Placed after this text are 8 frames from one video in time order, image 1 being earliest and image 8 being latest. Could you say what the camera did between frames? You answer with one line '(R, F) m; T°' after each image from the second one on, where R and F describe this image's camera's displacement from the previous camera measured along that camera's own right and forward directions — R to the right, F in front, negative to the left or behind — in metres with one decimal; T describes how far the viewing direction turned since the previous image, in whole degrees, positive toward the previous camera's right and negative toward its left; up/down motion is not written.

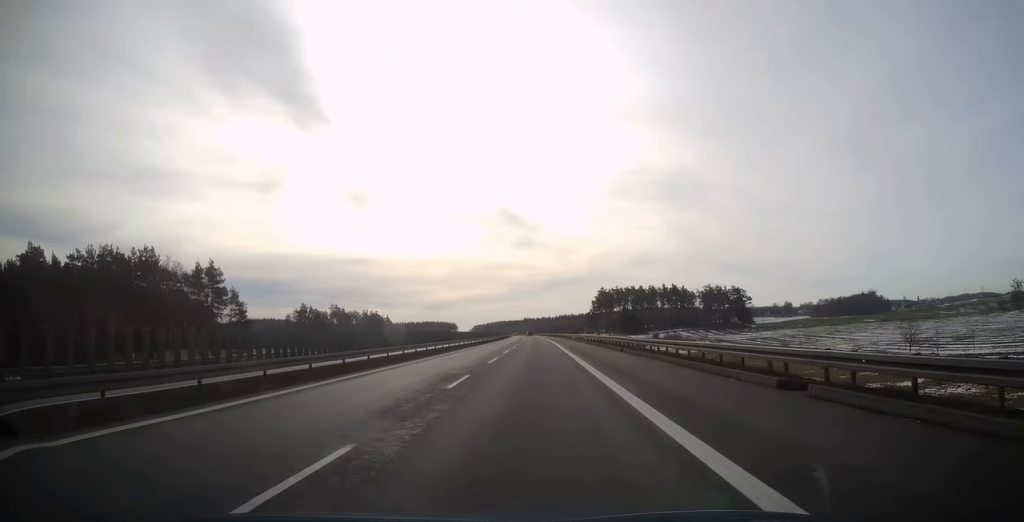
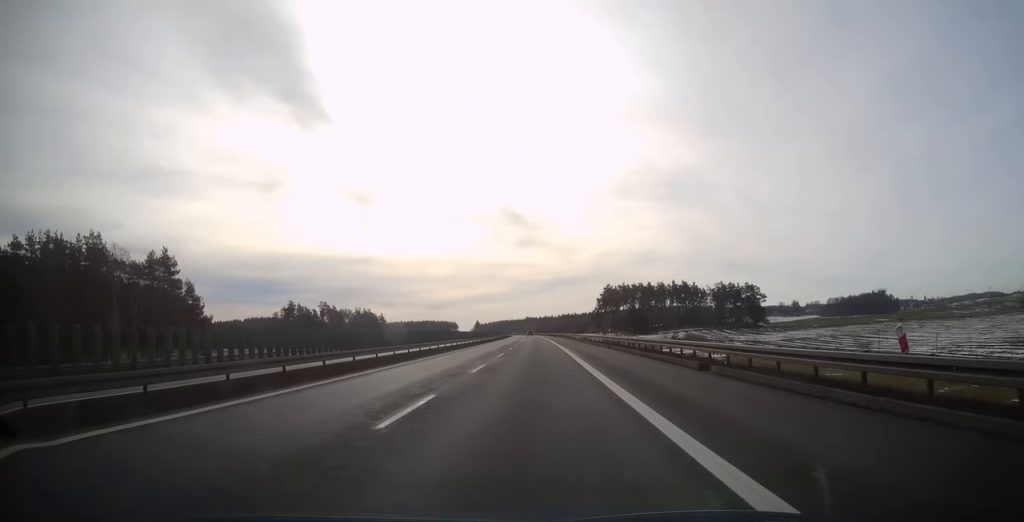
(-0.1, +18.4) m; 0°
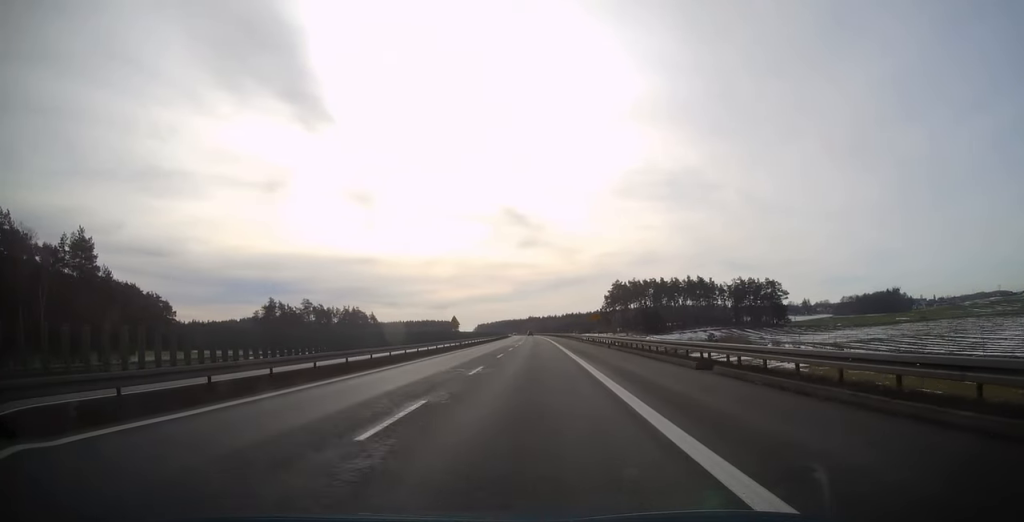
(-0.1, +25.0) m; 0°
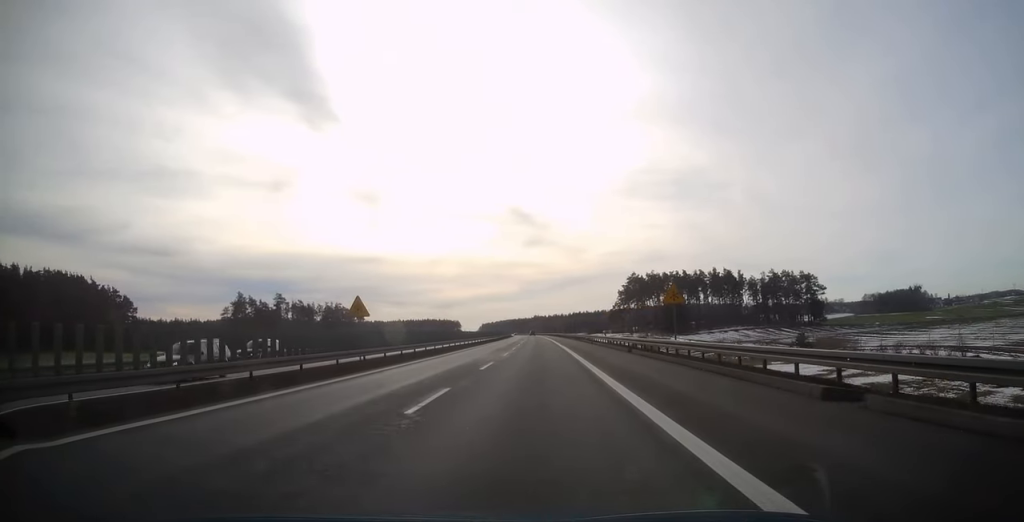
(-0.1, +33.7) m; 0°
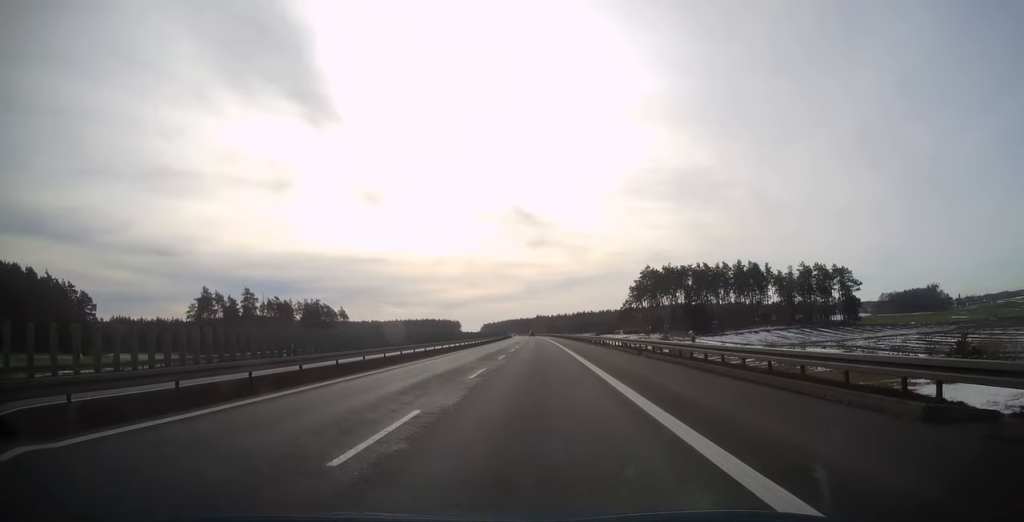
(-0.2, +28.1) m; -1°
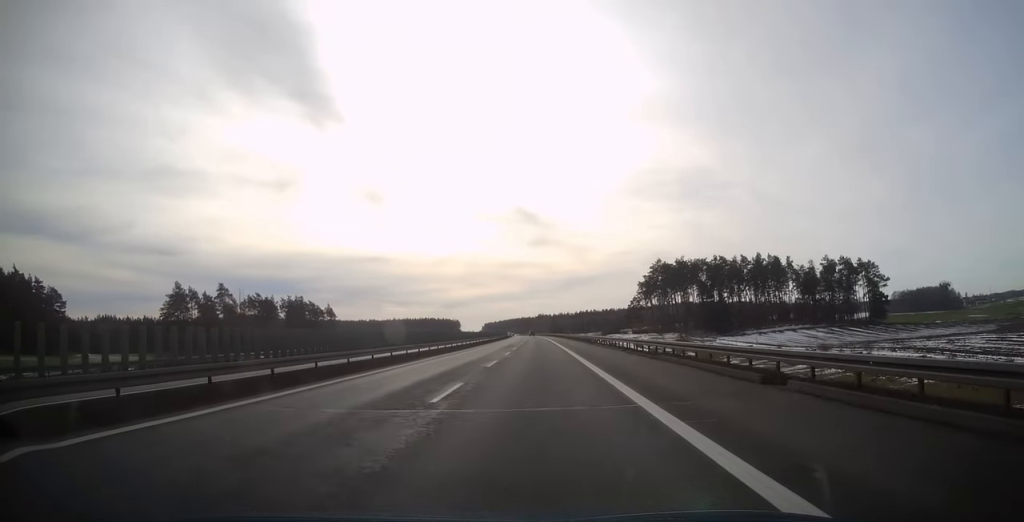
(-0.1, +18.4) m; 0°
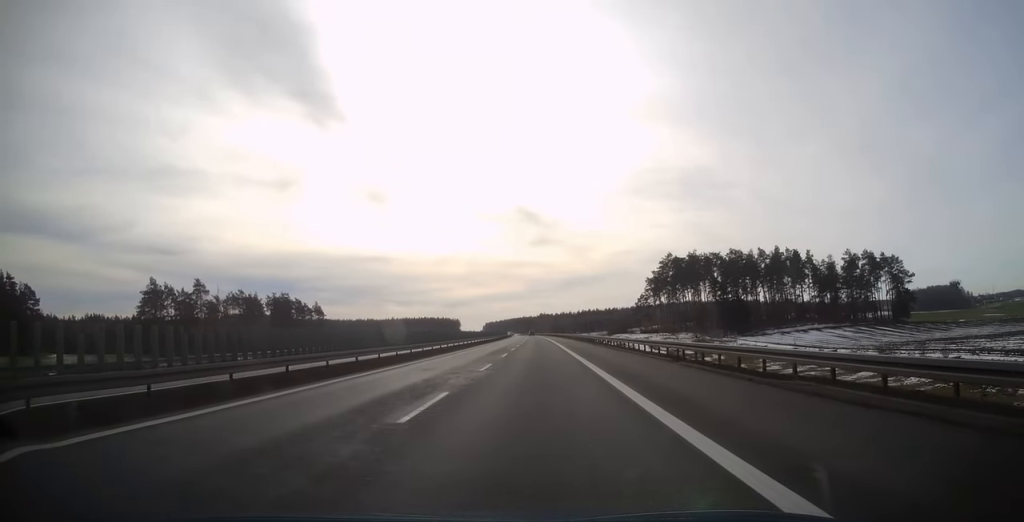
(0.0, +14.8) m; 0°
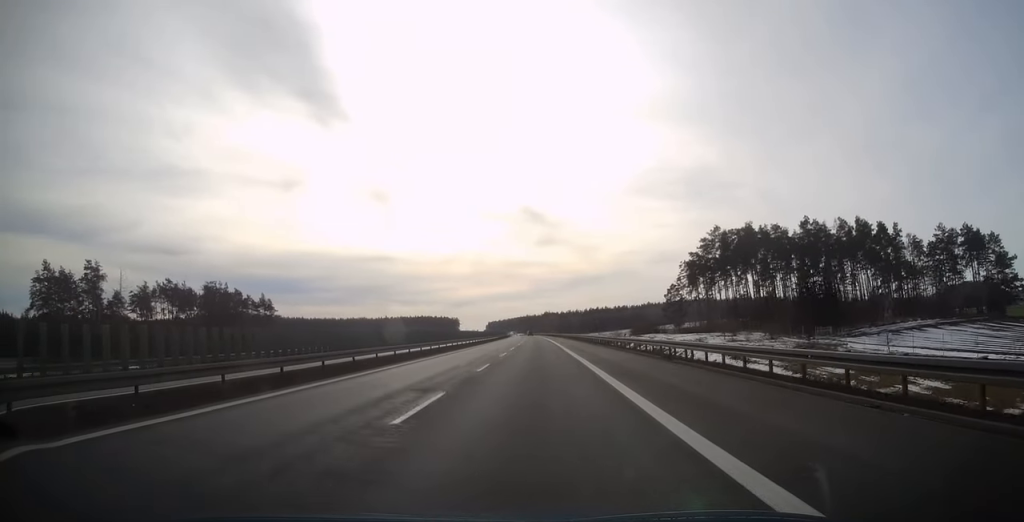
(-0.2, +48.4) m; 0°
